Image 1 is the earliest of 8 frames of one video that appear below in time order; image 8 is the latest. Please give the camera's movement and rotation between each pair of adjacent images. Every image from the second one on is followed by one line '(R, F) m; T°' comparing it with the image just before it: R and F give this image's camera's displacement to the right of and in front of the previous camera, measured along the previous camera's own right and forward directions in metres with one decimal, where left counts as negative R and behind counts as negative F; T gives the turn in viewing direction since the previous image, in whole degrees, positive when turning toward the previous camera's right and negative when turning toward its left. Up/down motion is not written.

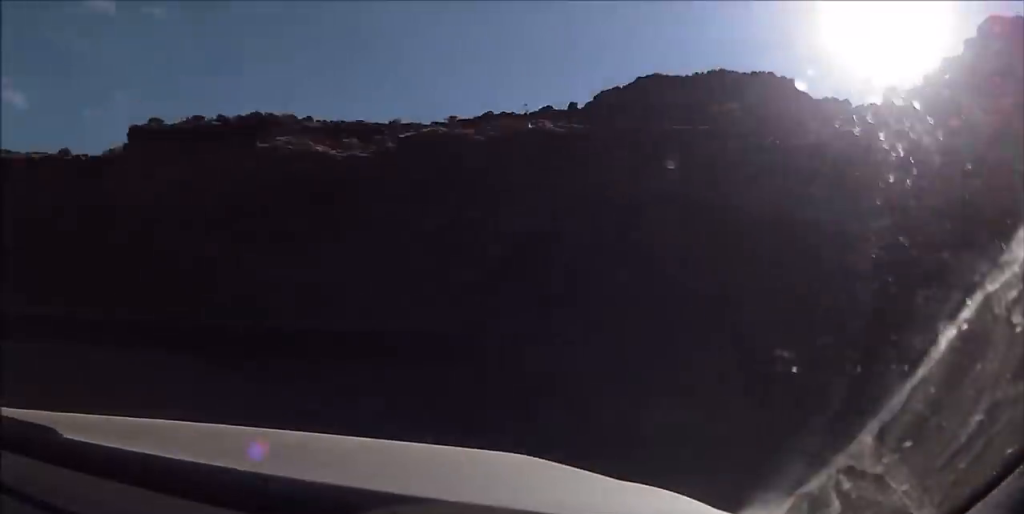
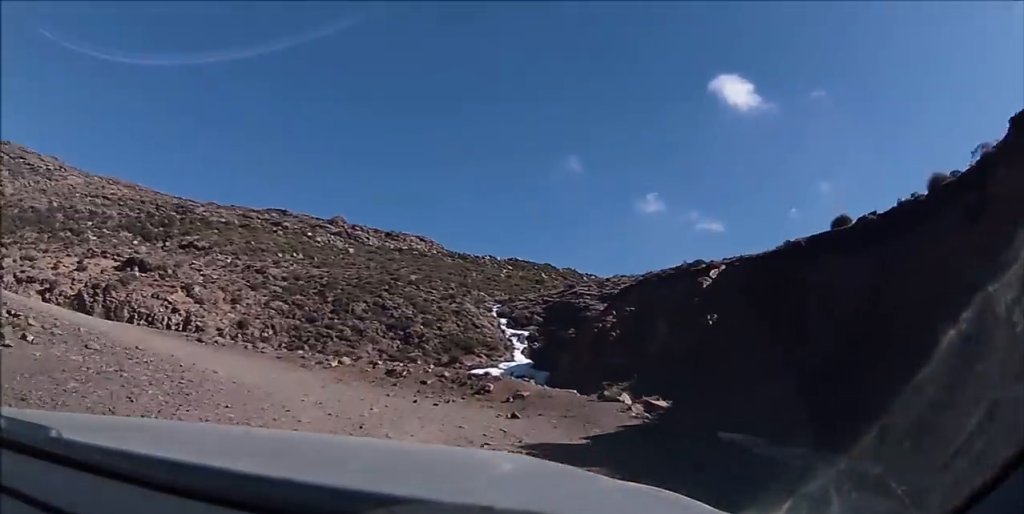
(-10.0, +13.7) m; -61°
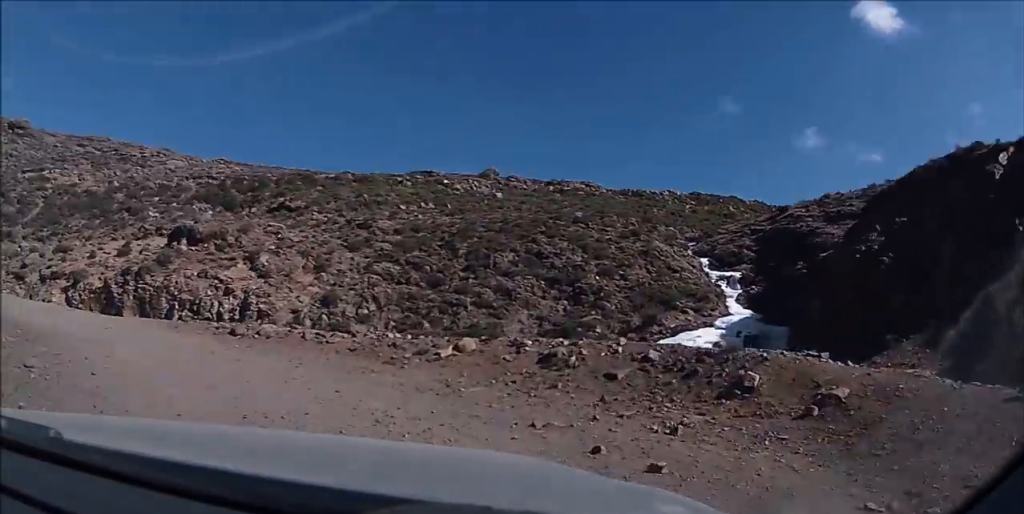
(-3.5, +10.9) m; -24°
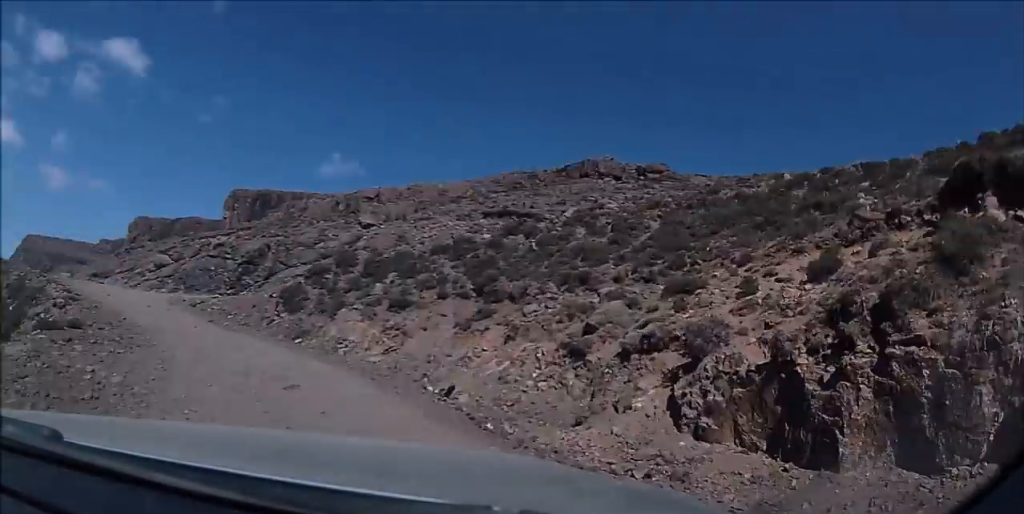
(-2.2, +13.3) m; -23°
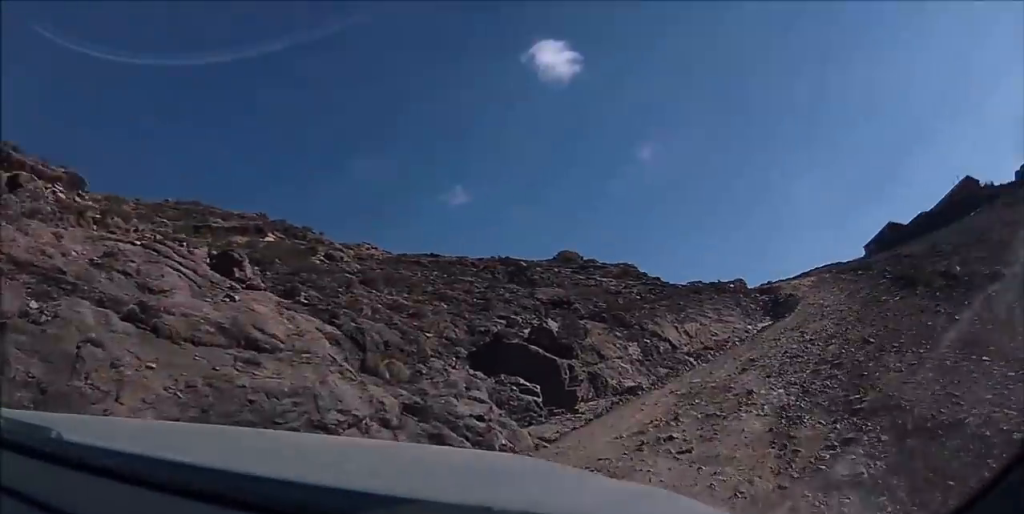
(-1.0, +23.5) m; +110°
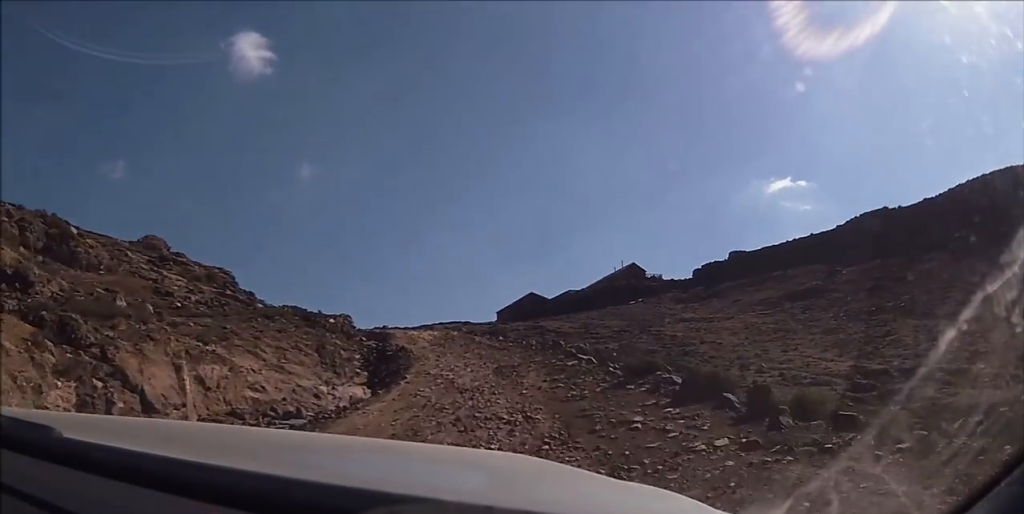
(+6.7, +16.3) m; +17°
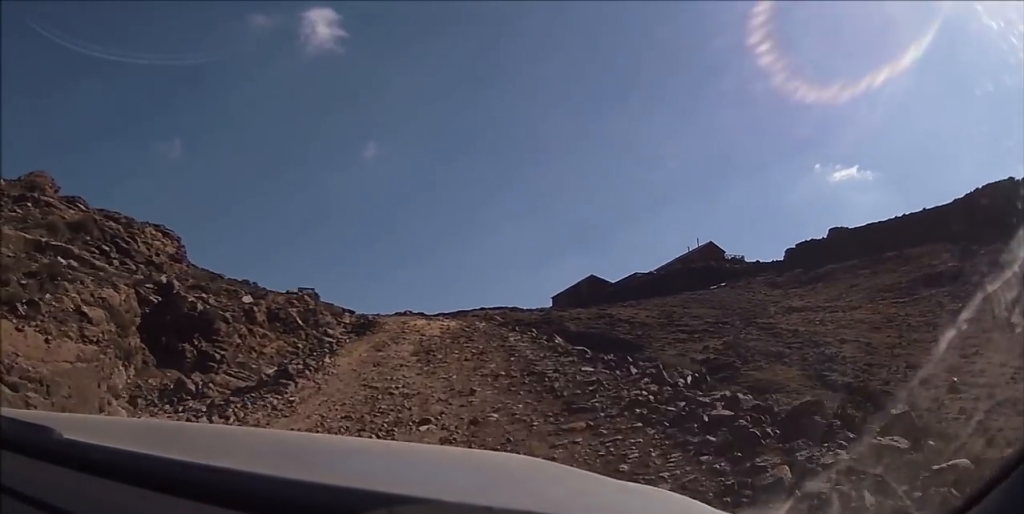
(-1.8, +22.0) m; -8°
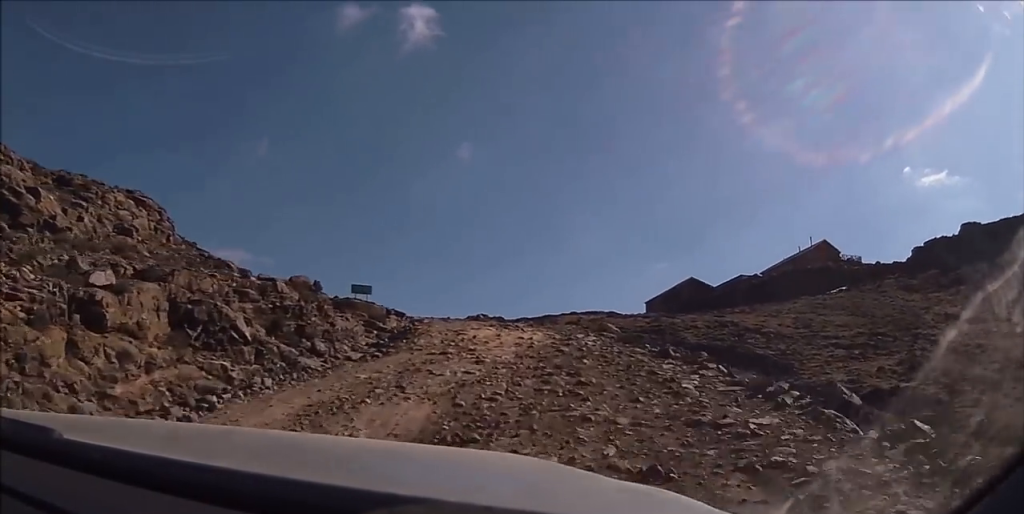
(-0.8, +14.9) m; -1°
